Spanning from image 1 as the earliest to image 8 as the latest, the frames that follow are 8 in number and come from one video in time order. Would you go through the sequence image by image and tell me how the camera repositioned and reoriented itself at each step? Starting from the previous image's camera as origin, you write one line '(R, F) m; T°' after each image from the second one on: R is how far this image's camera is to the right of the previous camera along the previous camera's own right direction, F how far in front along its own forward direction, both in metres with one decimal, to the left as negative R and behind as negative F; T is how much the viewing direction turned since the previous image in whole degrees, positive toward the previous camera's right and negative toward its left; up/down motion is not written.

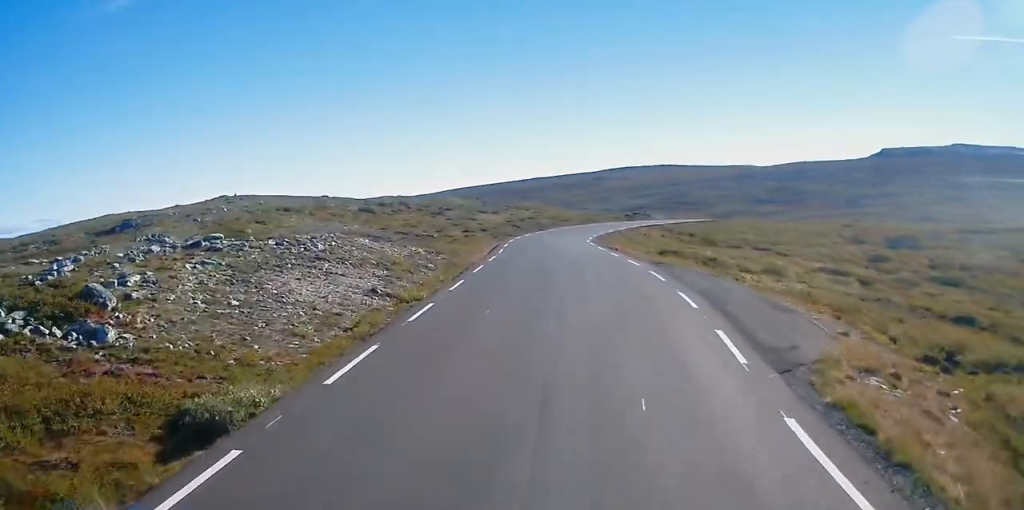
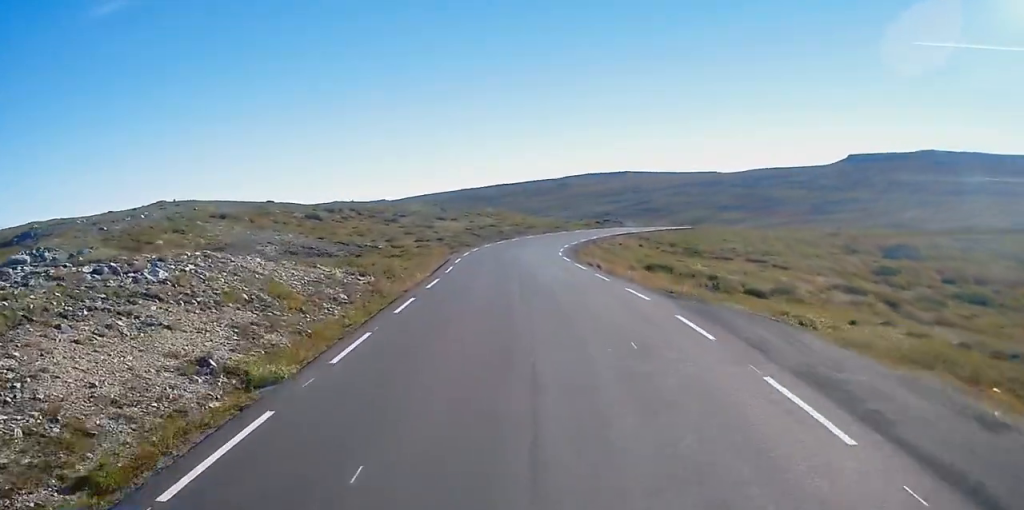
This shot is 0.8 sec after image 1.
(0.0, +10.1) m; 0°
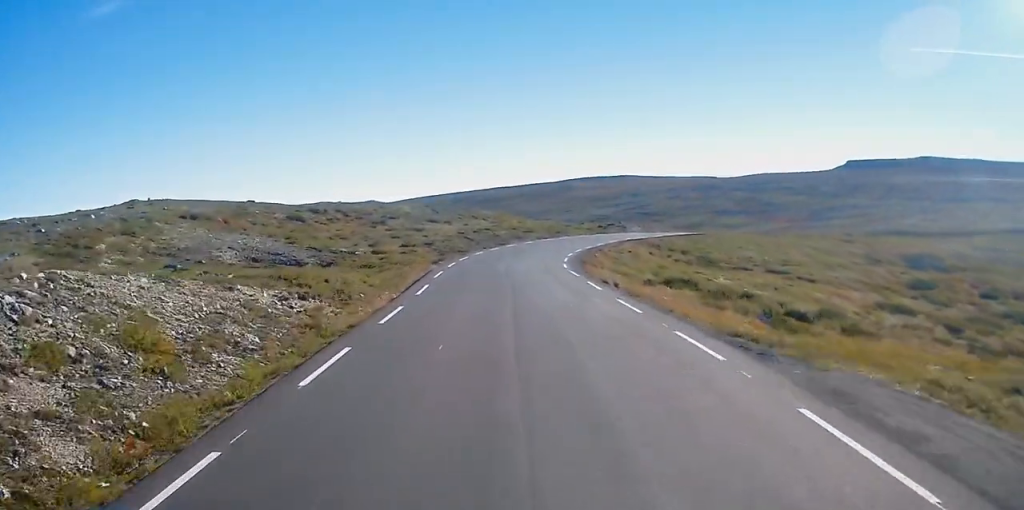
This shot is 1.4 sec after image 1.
(0.0, +7.6) m; 0°
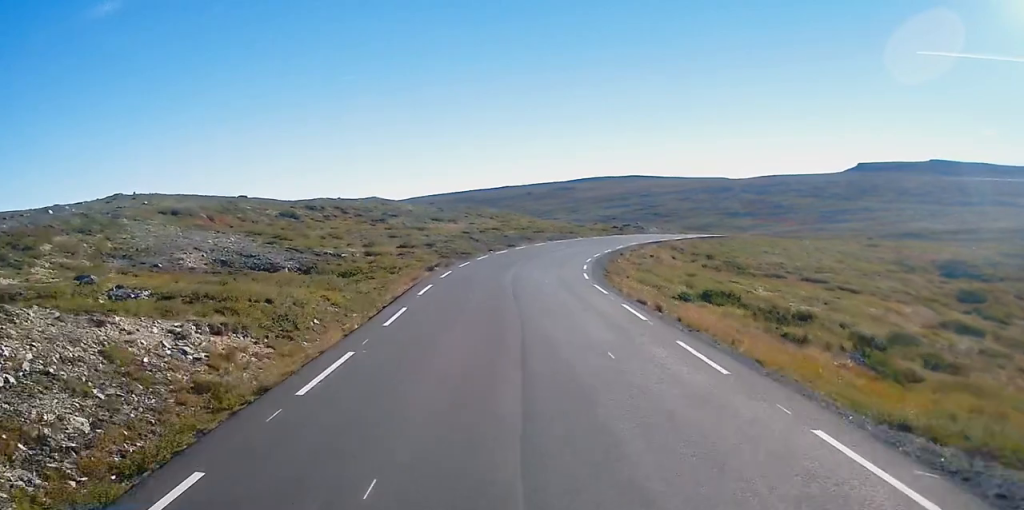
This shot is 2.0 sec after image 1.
(0.0, +6.8) m; +1°
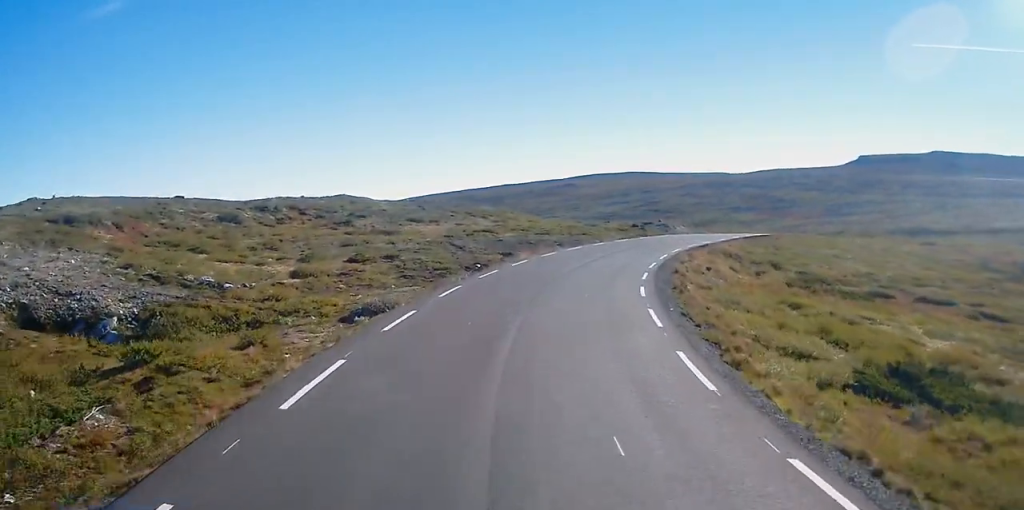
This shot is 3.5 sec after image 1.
(+0.7, +18.8) m; +3°
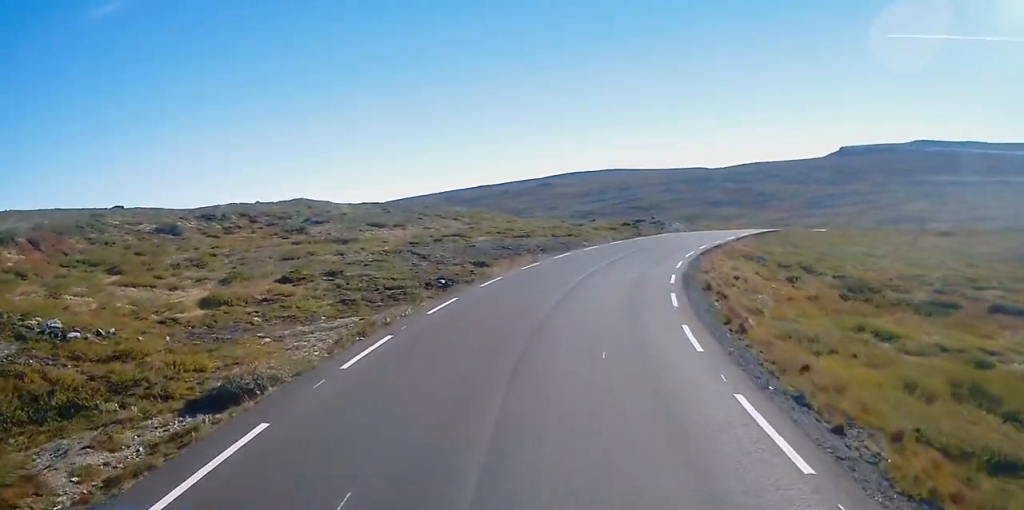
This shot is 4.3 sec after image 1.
(0.0, +9.4) m; 0°
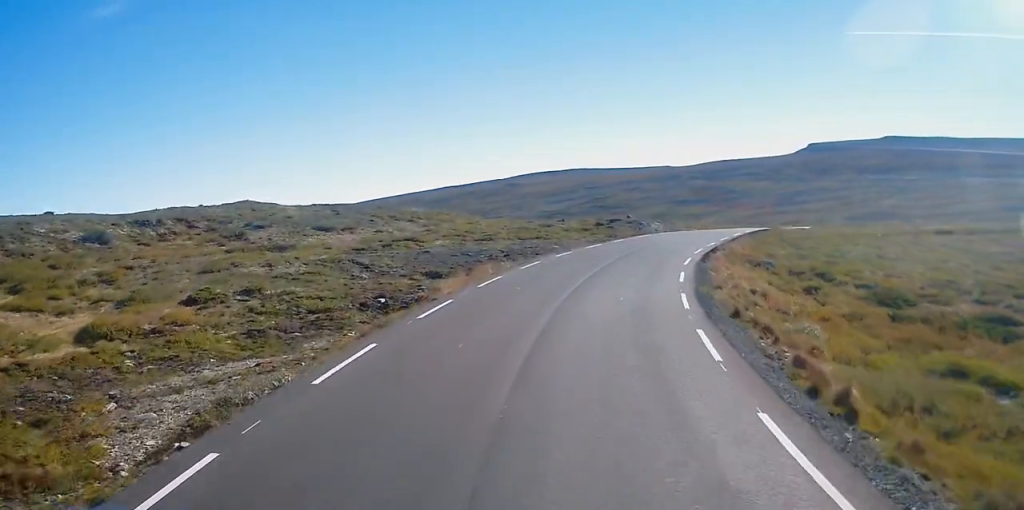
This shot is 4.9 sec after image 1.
(0.0, +7.1) m; +2°
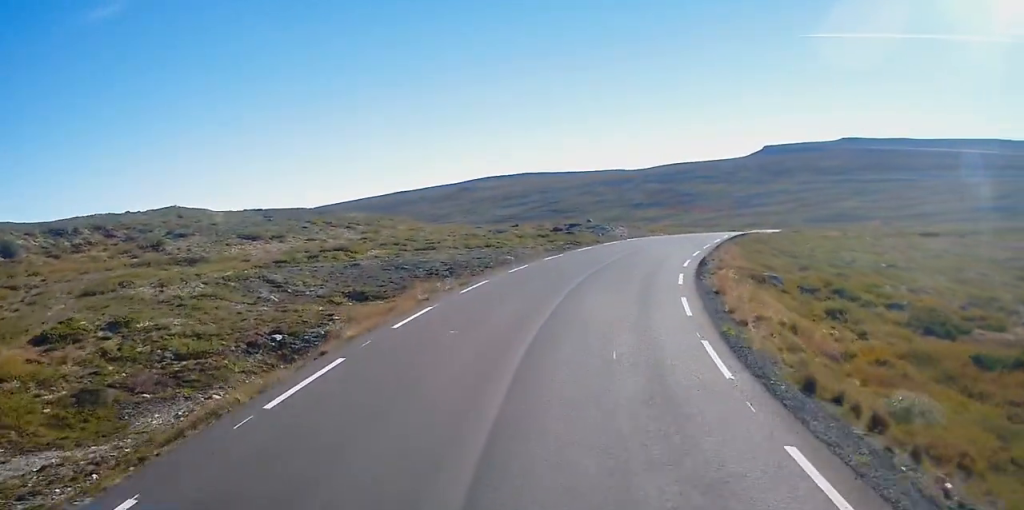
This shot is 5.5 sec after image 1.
(0.0, +7.3) m; +3°
